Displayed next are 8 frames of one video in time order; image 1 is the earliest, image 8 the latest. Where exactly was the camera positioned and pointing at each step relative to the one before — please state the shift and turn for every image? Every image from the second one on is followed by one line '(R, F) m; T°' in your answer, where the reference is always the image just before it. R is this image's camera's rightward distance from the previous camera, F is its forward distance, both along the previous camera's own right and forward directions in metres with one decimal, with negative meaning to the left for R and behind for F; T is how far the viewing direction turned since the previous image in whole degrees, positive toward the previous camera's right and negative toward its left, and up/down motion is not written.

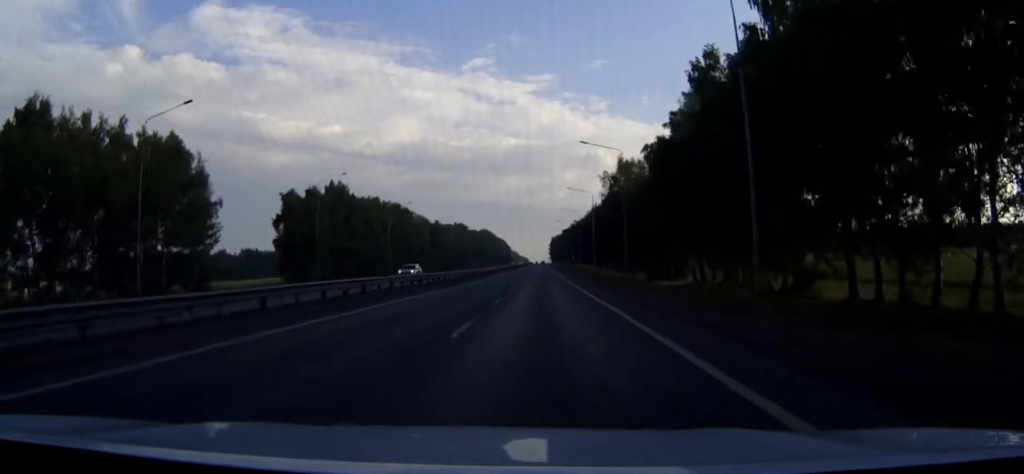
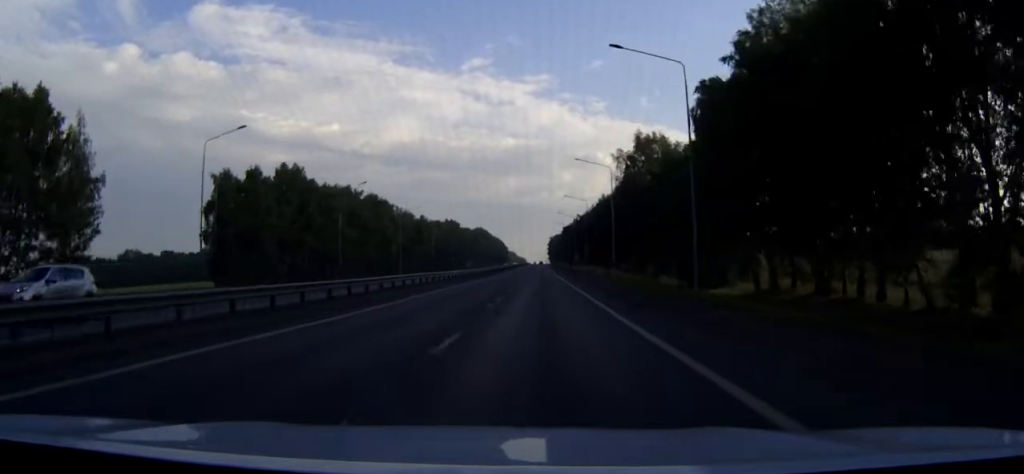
(0.0, +26.0) m; 0°
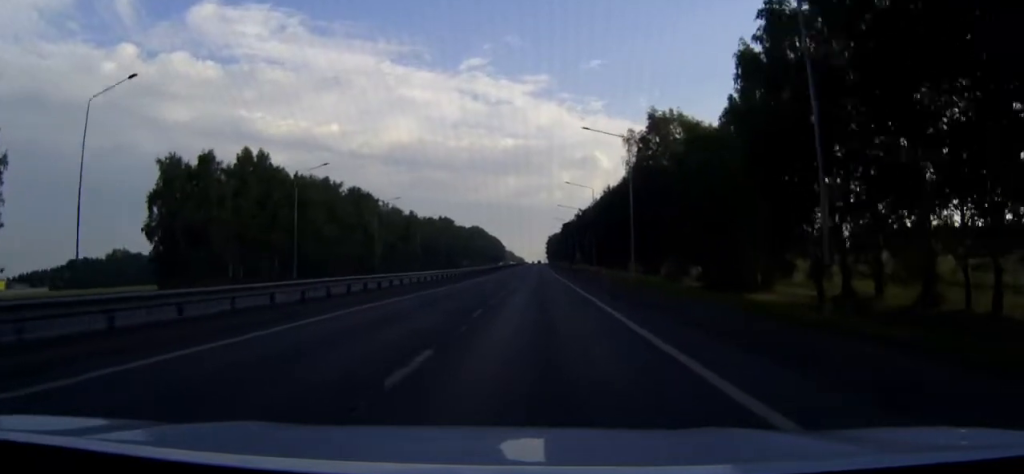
(0.0, +14.7) m; 0°
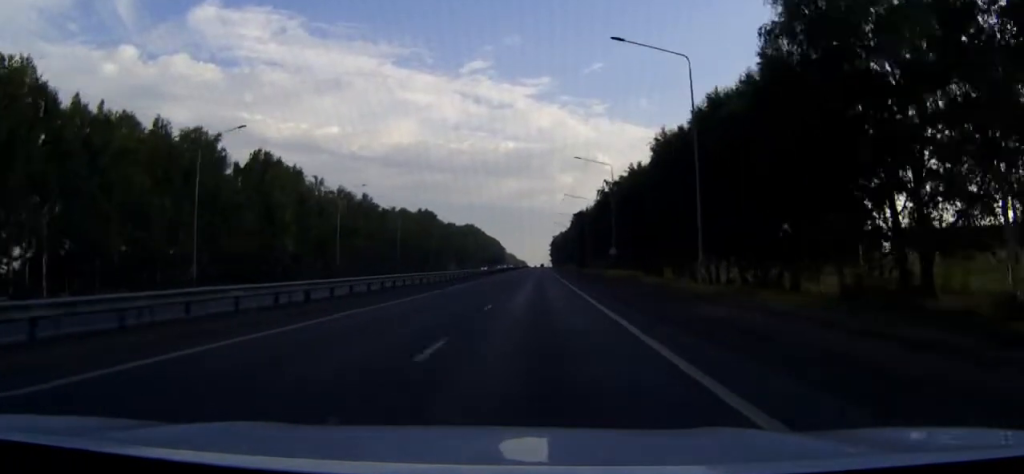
(+0.1, +56.4) m; 0°
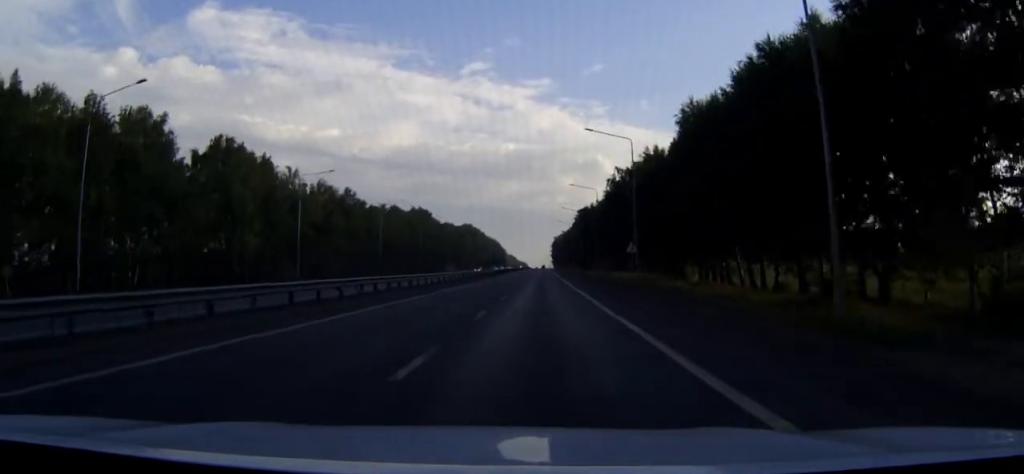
(0.0, +13.8) m; 0°
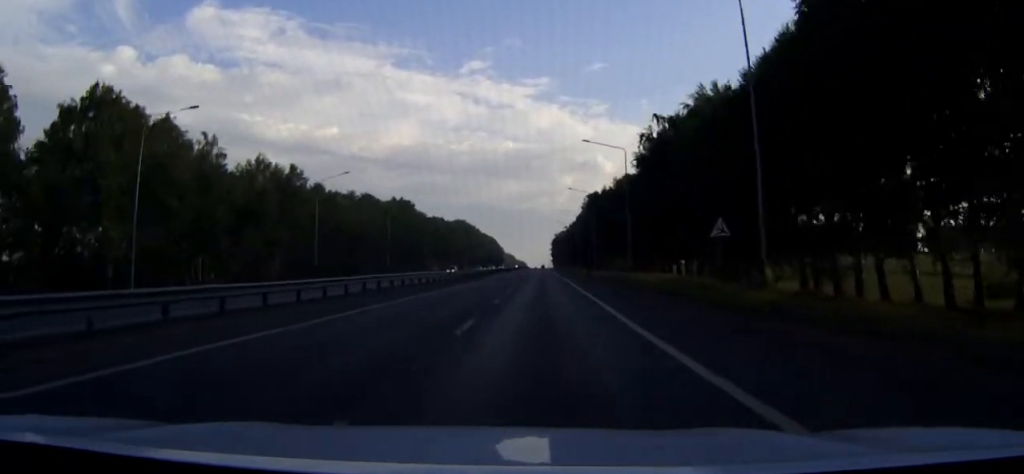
(-0.1, +29.3) m; 0°
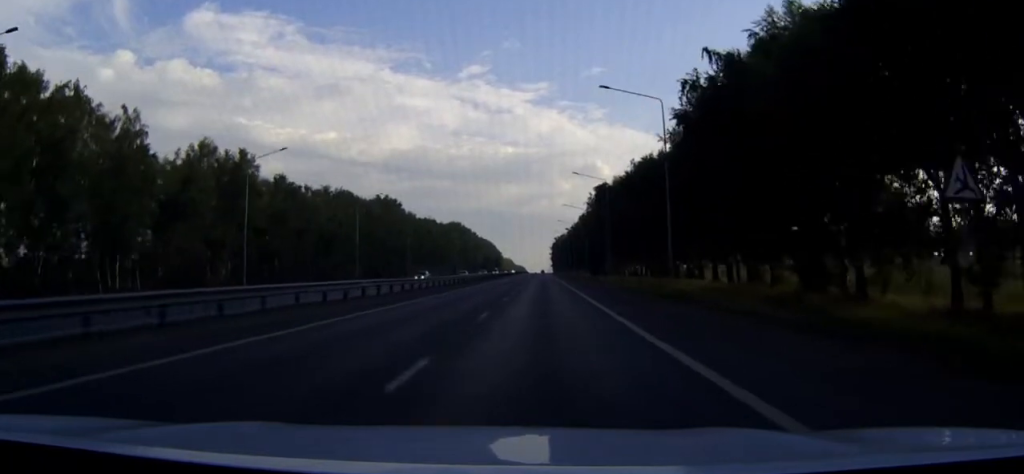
(0.0, +18.1) m; 0°
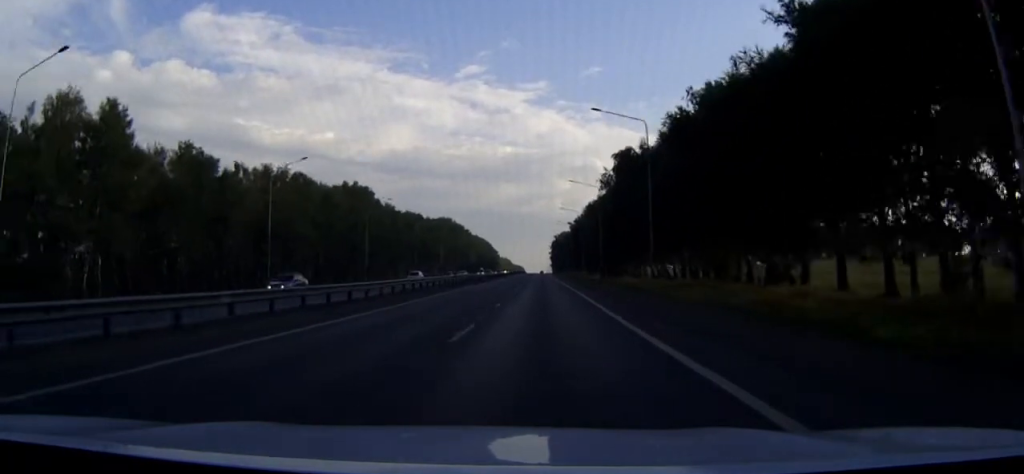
(+0.1, +29.2) m; 0°
